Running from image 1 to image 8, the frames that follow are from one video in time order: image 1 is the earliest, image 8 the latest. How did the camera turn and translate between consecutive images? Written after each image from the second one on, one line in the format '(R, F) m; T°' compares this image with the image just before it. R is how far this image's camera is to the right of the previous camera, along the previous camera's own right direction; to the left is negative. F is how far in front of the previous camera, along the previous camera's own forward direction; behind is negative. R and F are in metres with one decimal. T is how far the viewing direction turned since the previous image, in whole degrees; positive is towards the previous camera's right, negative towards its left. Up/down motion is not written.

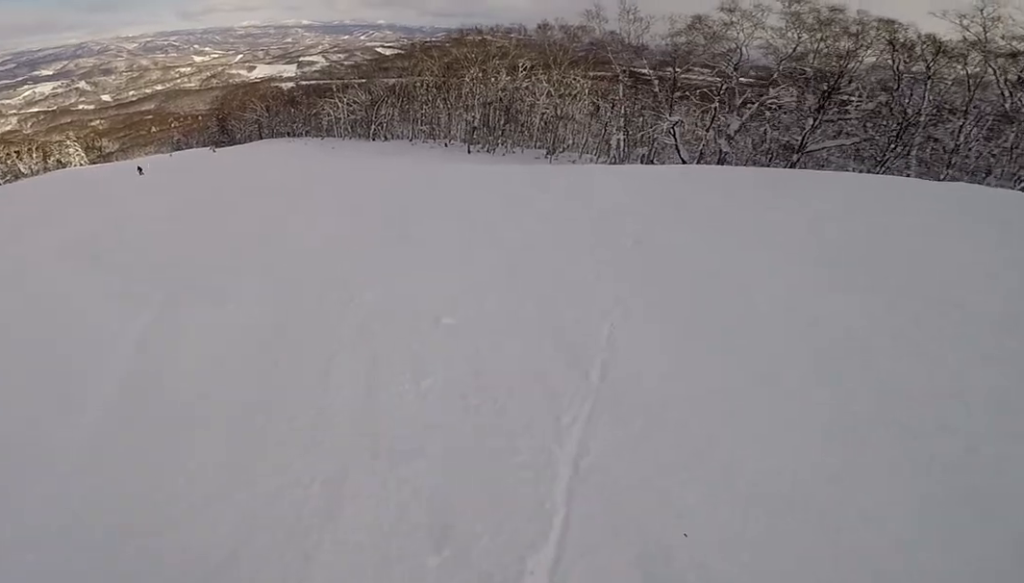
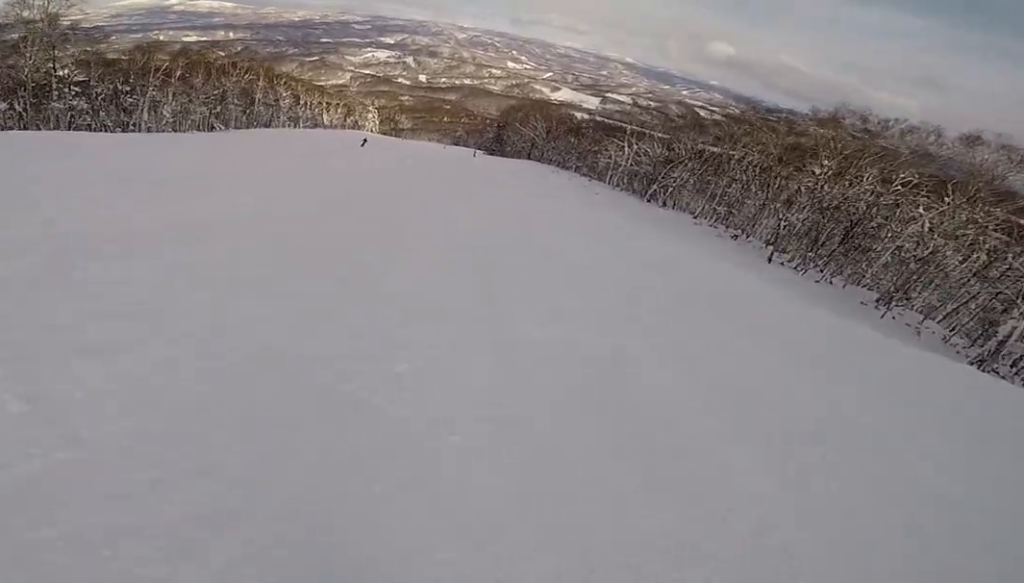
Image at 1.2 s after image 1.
(-1.0, +7.2) m; -17°
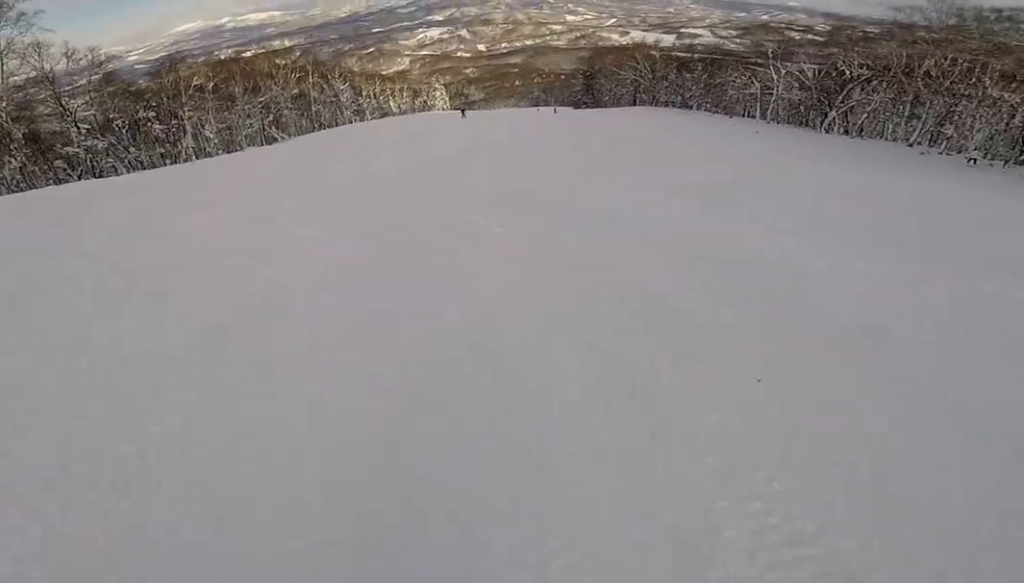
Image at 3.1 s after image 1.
(-1.1, +12.6) m; +4°
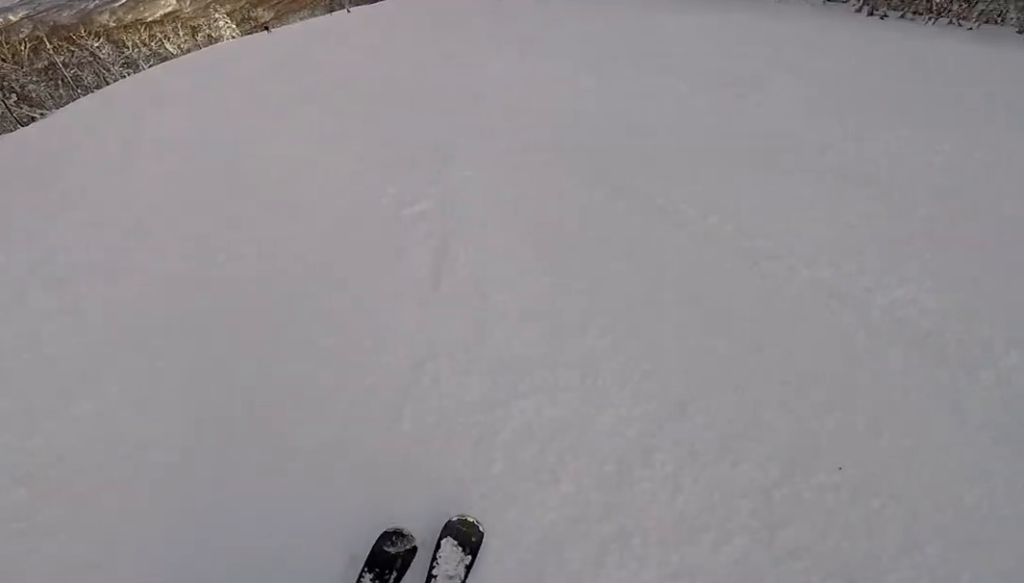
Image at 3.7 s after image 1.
(+0.3, +3.9) m; +7°
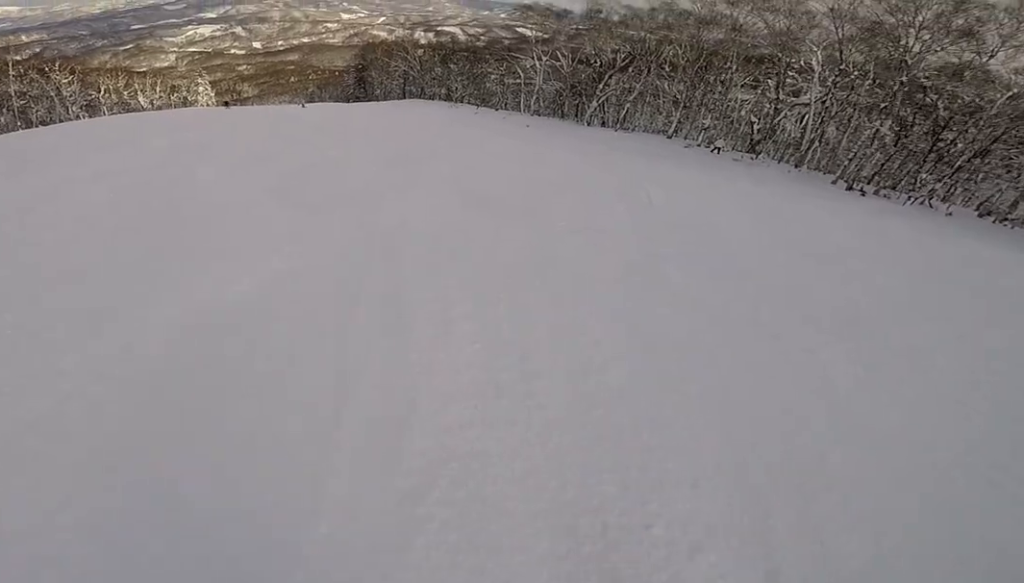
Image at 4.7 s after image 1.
(+0.4, +6.6) m; +1°
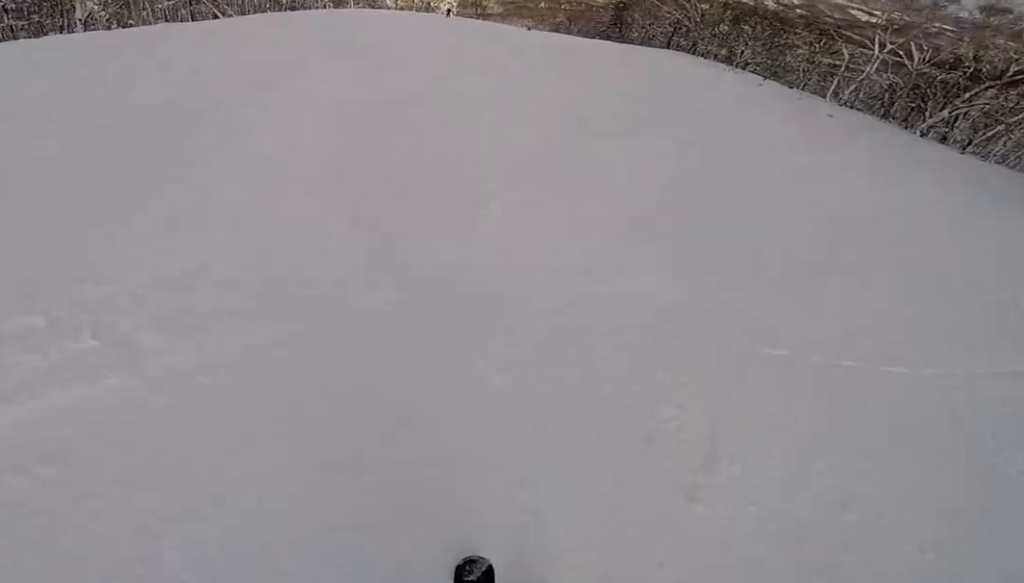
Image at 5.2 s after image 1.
(+0.2, +3.7) m; -11°
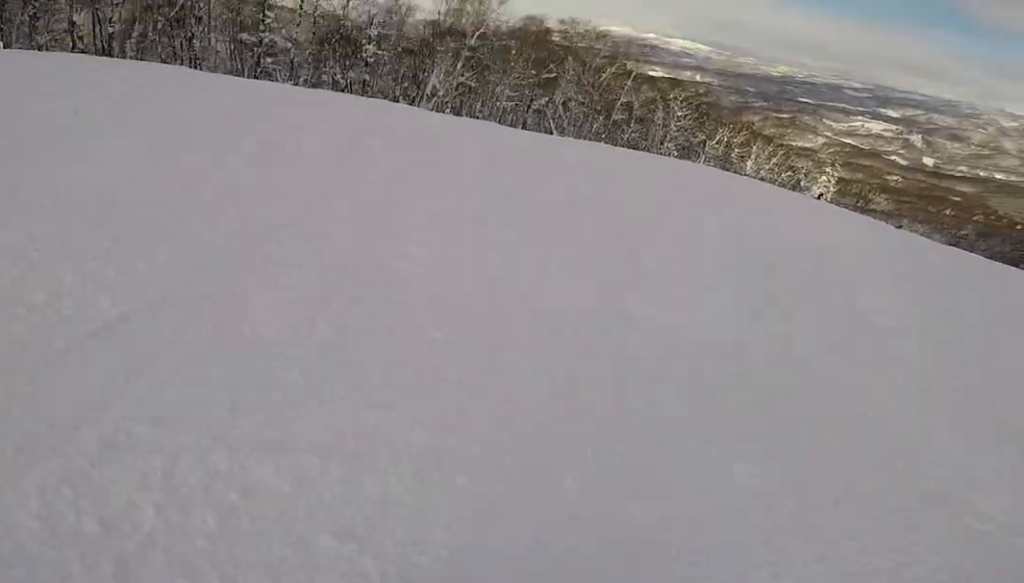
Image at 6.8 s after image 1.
(-2.4, +9.0) m; -9°
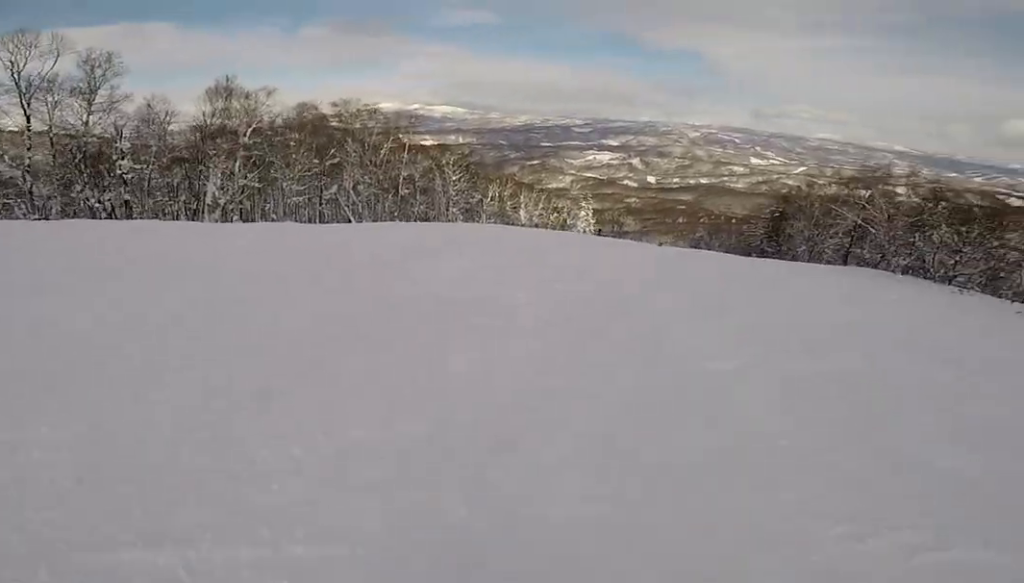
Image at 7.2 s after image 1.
(+0.4, +2.5) m; +7°
